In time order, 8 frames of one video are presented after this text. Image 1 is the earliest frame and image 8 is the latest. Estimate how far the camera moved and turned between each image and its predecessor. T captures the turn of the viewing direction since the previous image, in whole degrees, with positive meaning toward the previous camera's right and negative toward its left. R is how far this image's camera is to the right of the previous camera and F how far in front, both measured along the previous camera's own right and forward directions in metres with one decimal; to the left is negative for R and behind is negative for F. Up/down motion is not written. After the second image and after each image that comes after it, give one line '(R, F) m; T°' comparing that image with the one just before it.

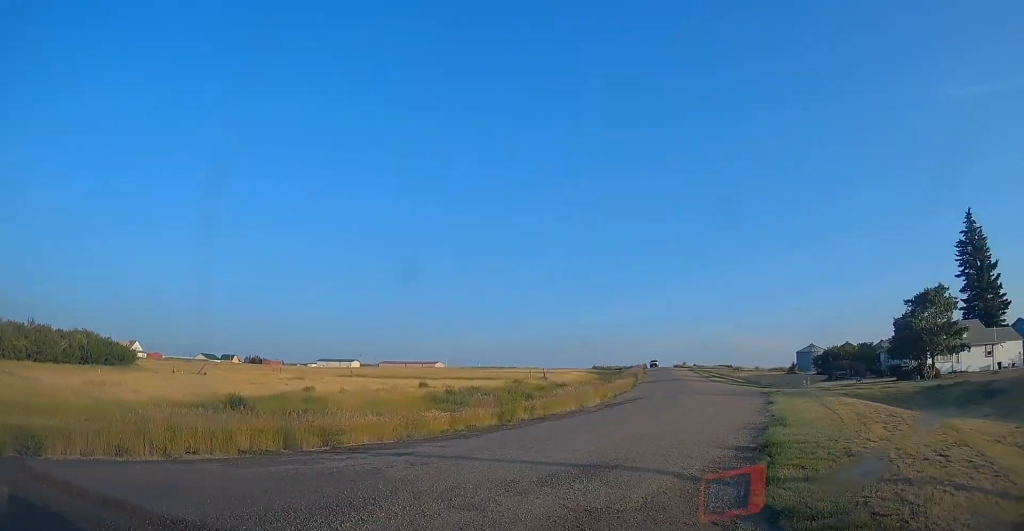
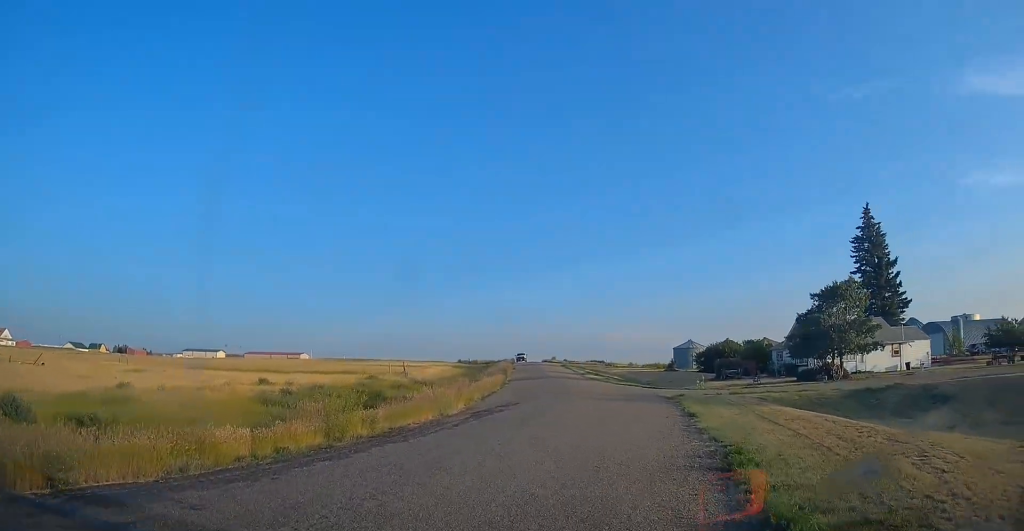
(+0.2, +5.0) m; +15°
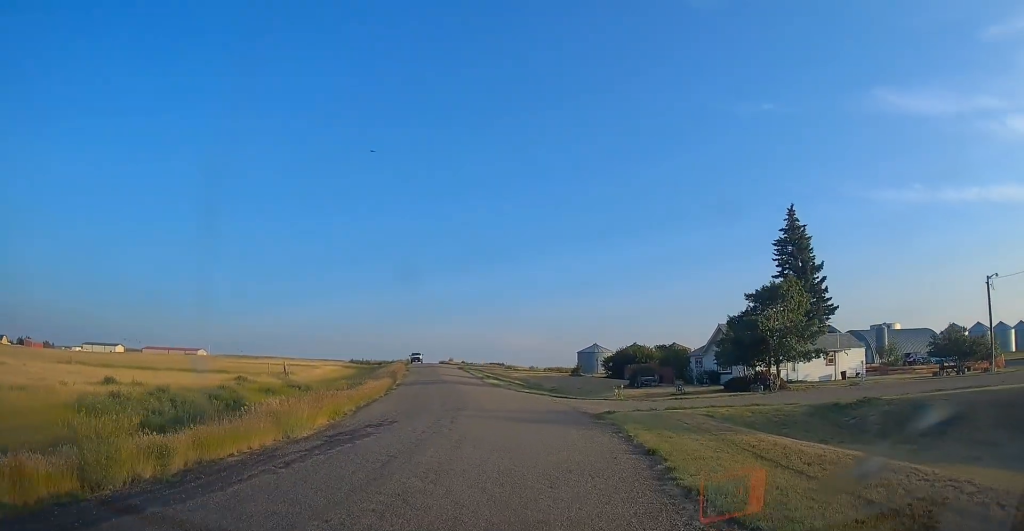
(+1.1, +5.4) m; +12°
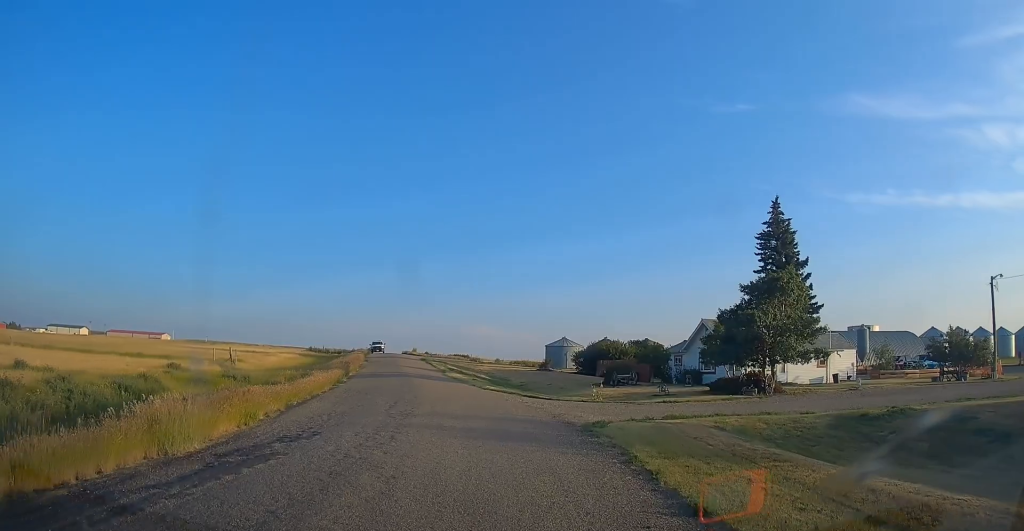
(0.0, +4.1) m; -4°
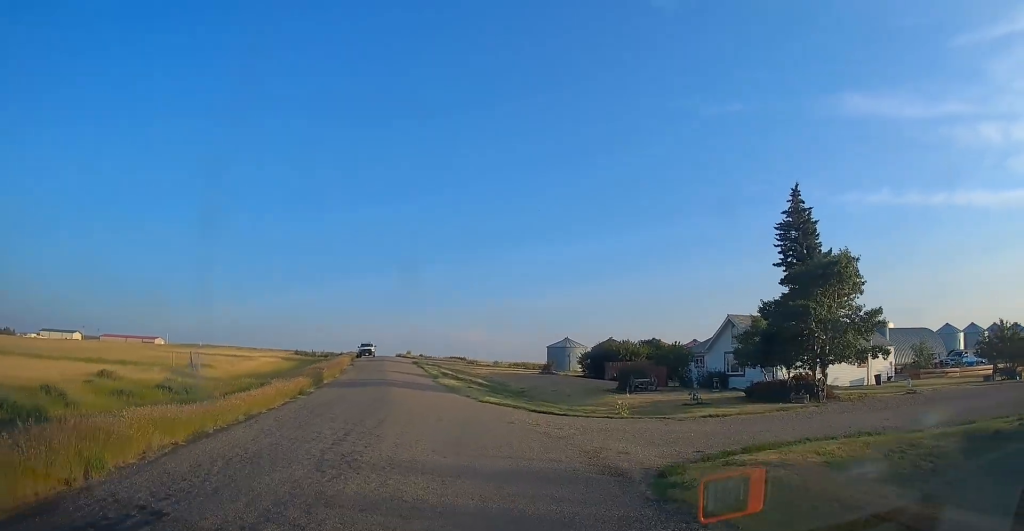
(-0.4, +5.8) m; -2°
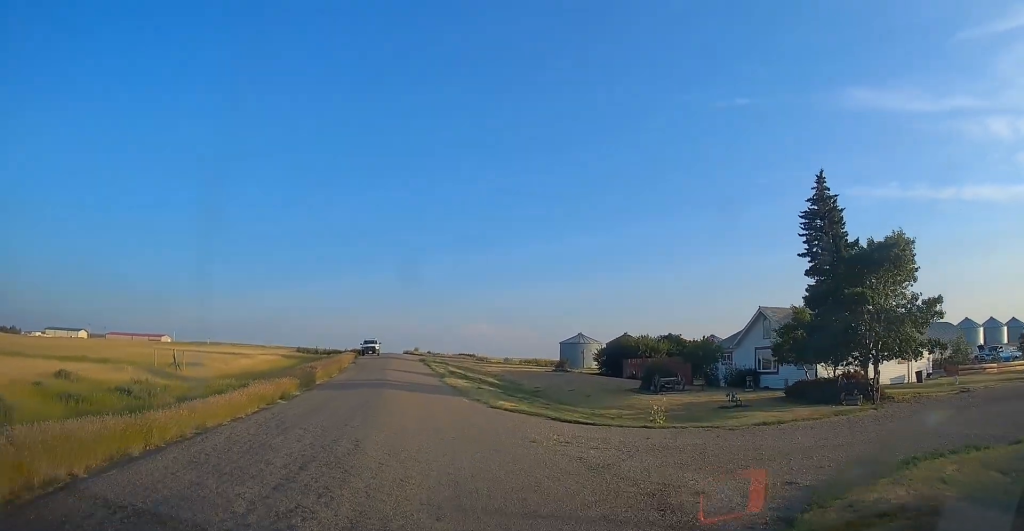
(-0.1, +3.5) m; 0°
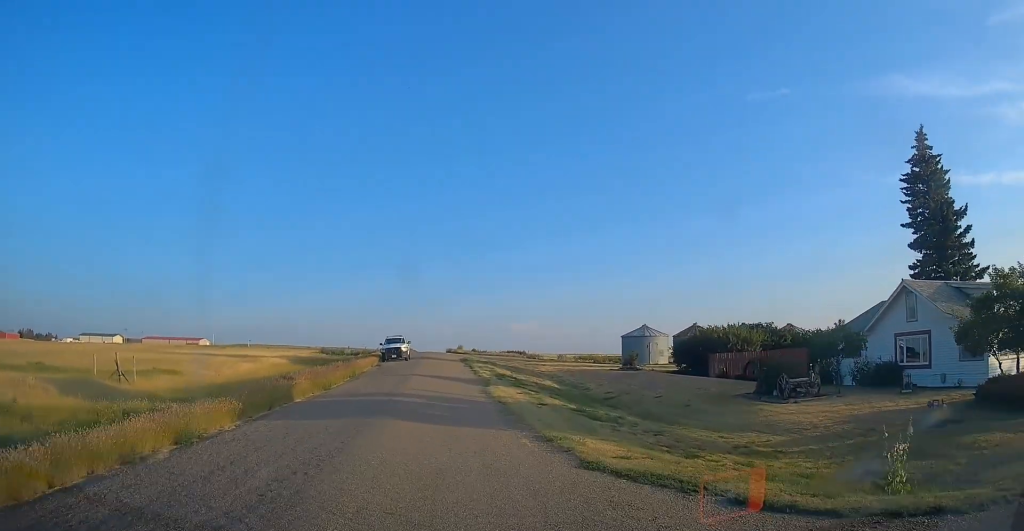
(+0.7, +10.6) m; 0°
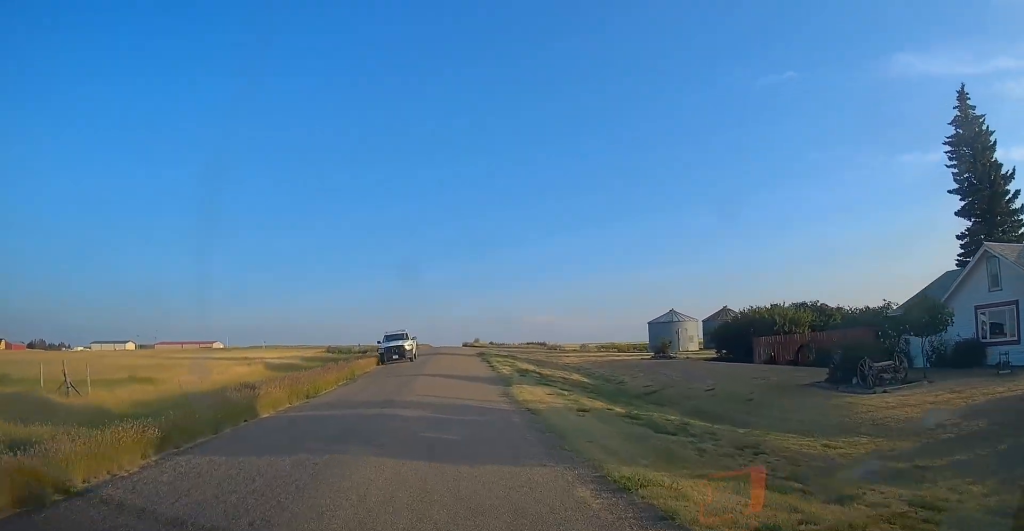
(-0.1, +5.0) m; -3°
